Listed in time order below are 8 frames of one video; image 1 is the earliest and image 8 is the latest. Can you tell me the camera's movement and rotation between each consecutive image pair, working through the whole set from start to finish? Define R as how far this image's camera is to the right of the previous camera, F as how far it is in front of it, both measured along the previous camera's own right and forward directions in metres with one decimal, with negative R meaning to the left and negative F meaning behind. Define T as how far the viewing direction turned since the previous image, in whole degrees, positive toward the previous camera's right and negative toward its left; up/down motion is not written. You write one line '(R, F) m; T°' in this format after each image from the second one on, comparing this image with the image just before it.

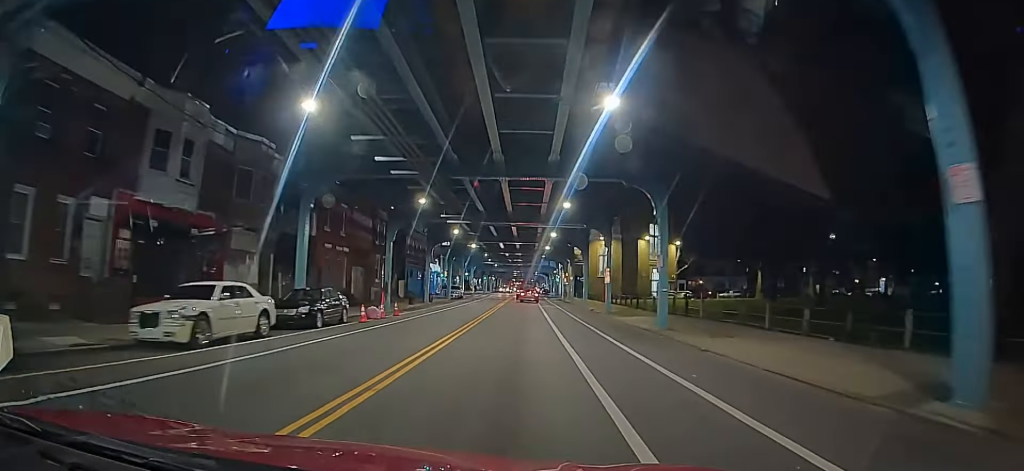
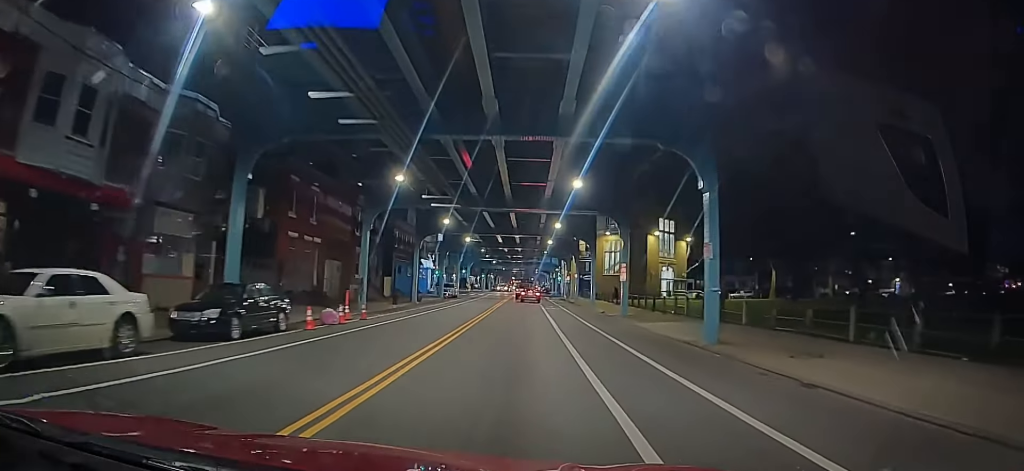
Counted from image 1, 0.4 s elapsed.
(0.0, +4.6) m; 0°
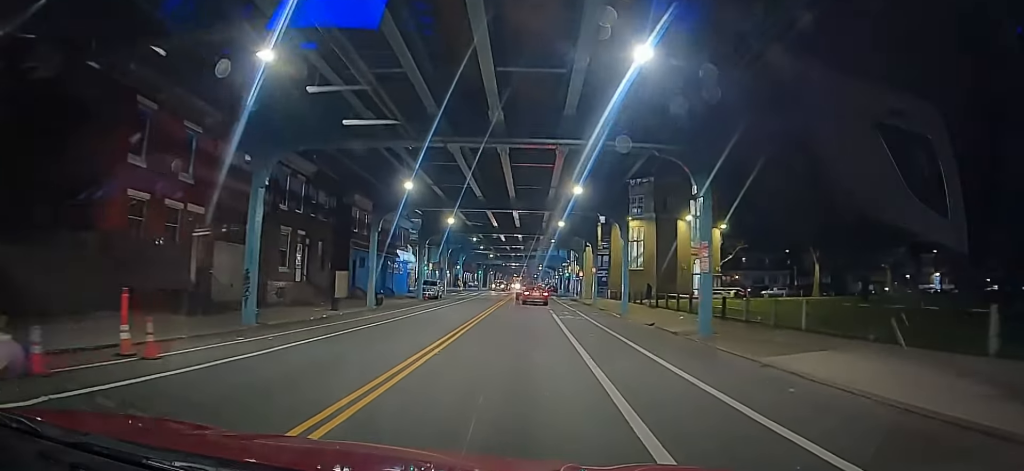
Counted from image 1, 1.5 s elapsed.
(0.0, +11.0) m; 0°
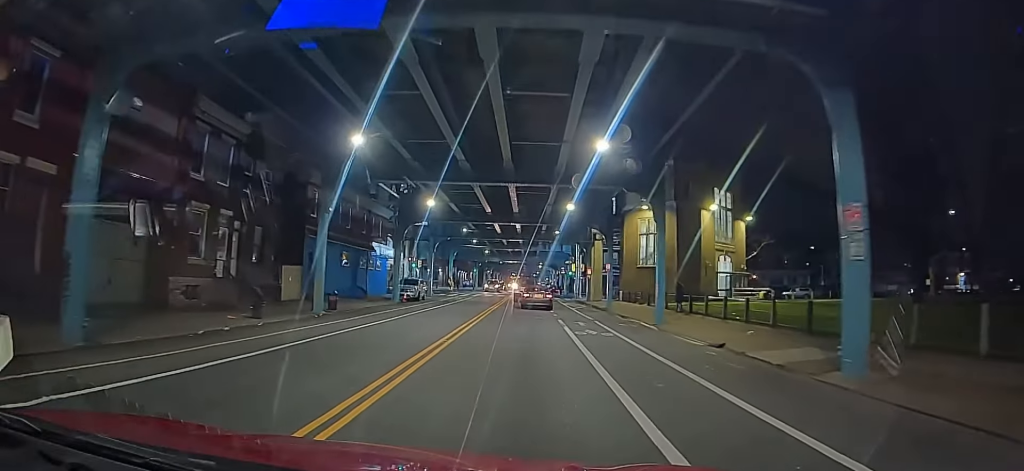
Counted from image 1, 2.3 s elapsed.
(0.0, +6.2) m; 0°
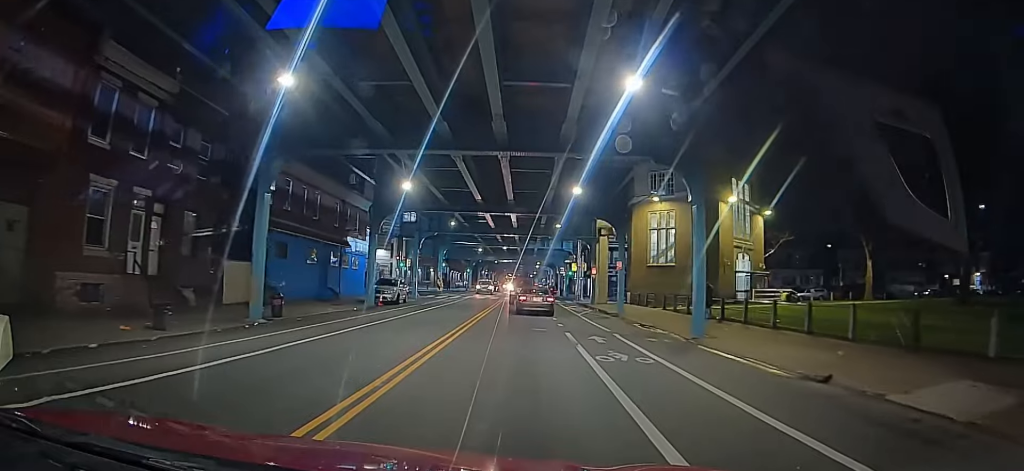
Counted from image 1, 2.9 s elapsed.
(0.0, +4.1) m; 0°
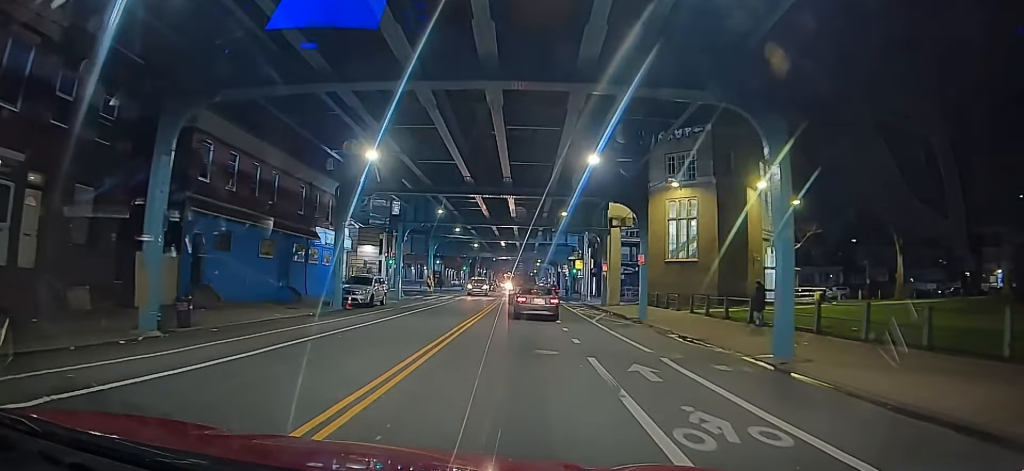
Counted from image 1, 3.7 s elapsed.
(0.0, +4.6) m; +2°
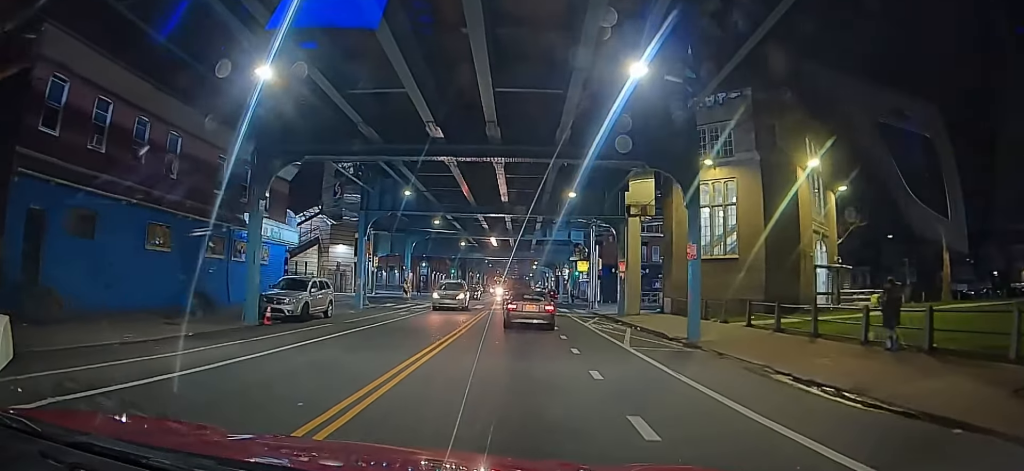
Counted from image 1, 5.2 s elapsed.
(+0.6, +7.4) m; +6°
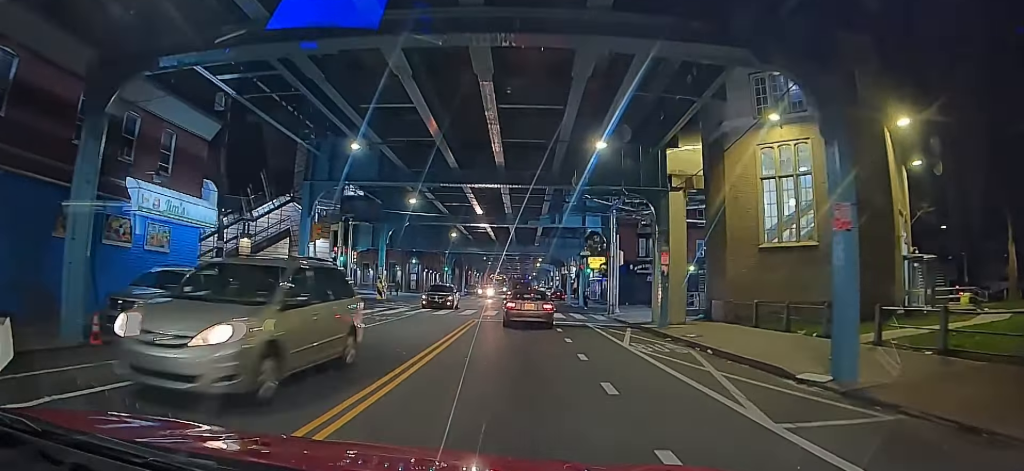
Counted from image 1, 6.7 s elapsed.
(-0.5, +7.0) m; -5°
